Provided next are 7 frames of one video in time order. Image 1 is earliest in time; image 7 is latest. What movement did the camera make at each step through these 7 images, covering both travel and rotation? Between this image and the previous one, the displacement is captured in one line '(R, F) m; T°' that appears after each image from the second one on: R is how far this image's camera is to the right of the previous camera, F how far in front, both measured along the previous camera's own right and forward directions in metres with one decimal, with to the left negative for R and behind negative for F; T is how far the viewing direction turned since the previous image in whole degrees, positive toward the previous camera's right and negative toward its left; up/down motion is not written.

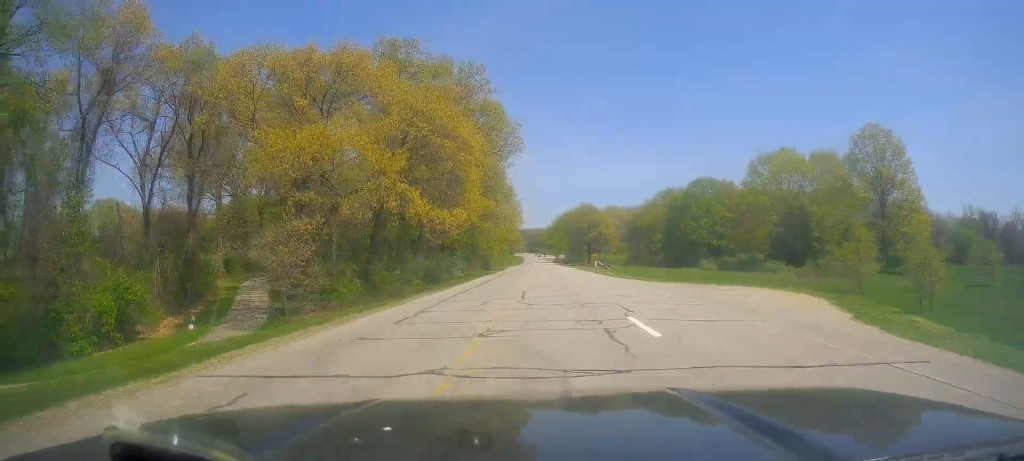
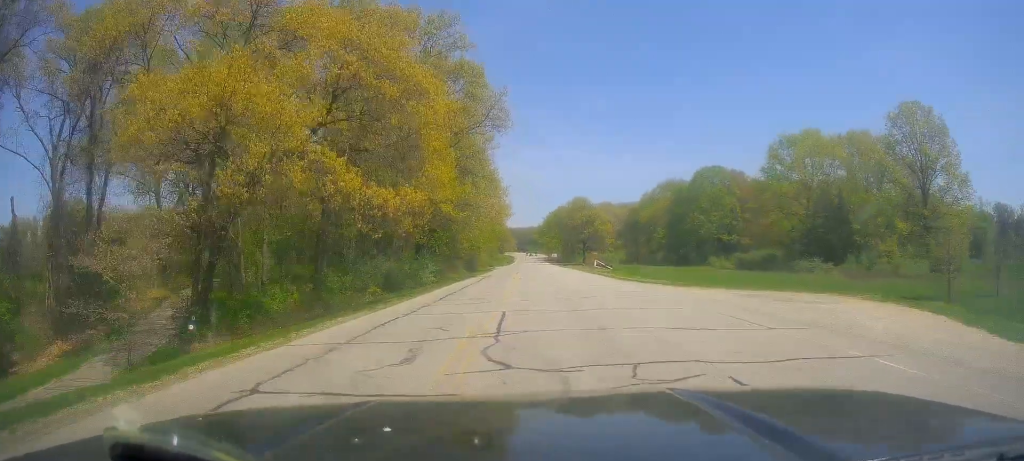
(-0.1, +11.6) m; 0°
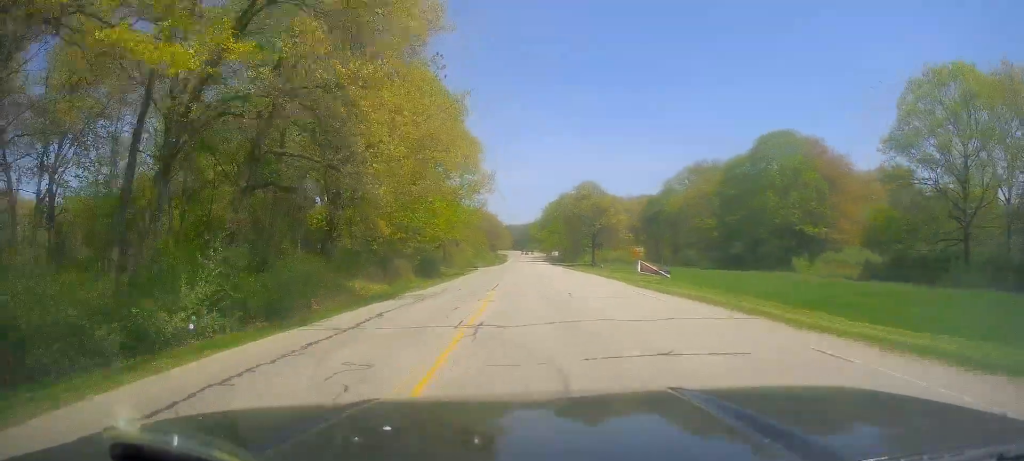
(+0.3, +33.9) m; 0°
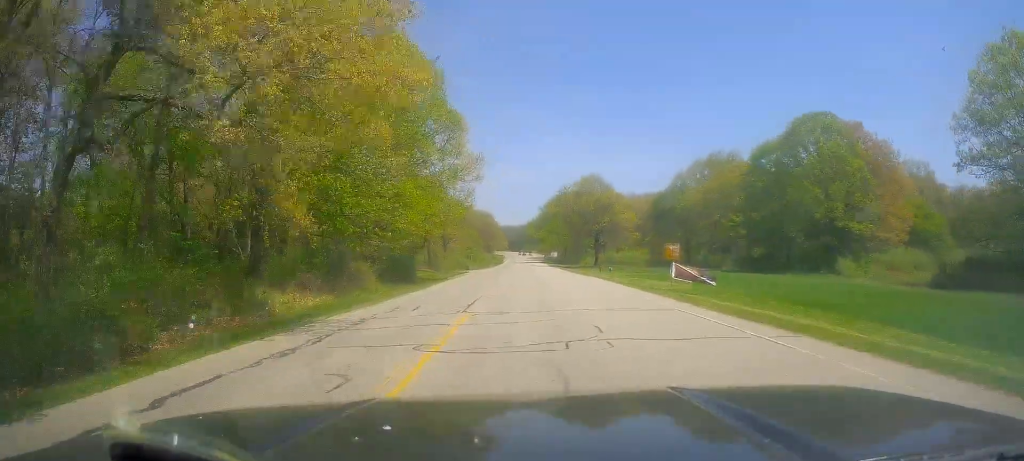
(-0.1, +11.6) m; 0°
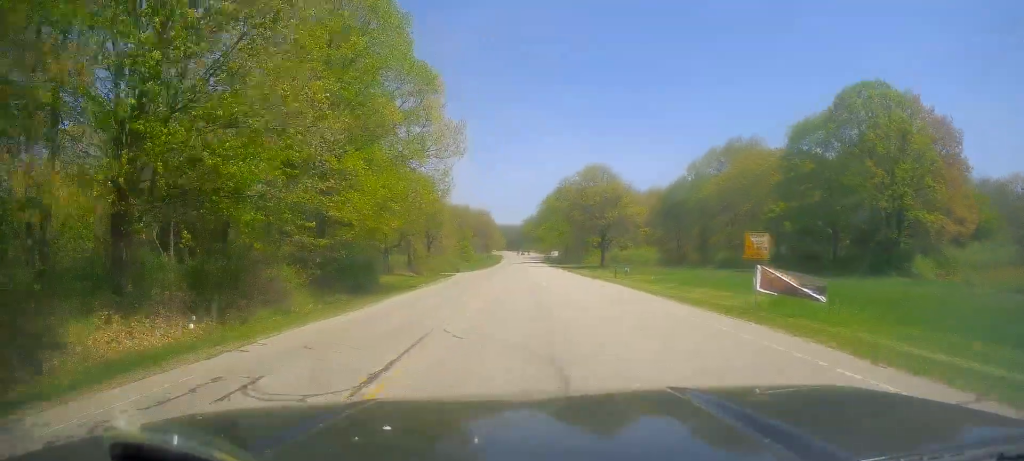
(+0.1, +13.1) m; +2°
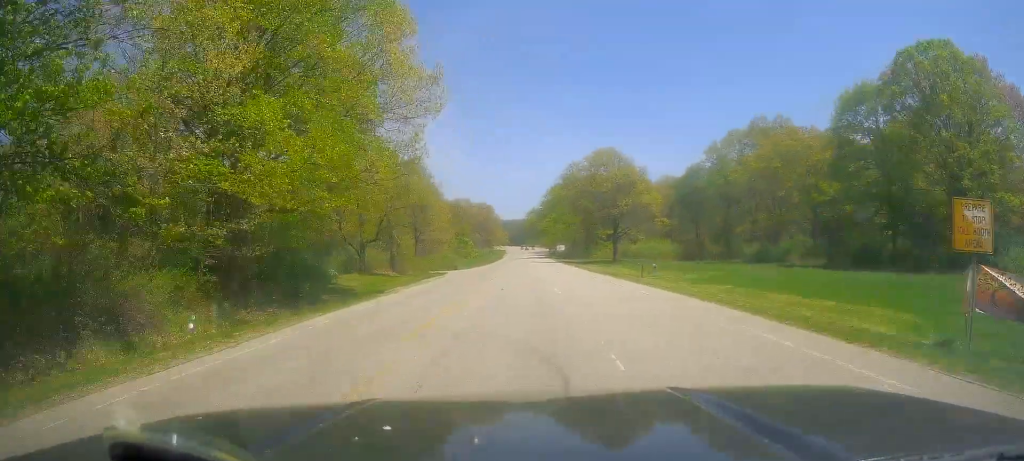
(+0.2, +11.1) m; 0°
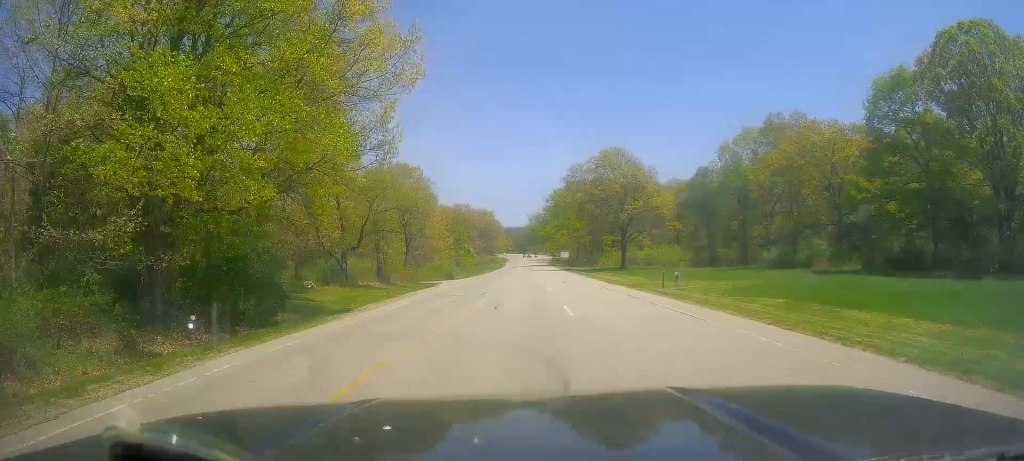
(+0.2, +6.3) m; 0°
